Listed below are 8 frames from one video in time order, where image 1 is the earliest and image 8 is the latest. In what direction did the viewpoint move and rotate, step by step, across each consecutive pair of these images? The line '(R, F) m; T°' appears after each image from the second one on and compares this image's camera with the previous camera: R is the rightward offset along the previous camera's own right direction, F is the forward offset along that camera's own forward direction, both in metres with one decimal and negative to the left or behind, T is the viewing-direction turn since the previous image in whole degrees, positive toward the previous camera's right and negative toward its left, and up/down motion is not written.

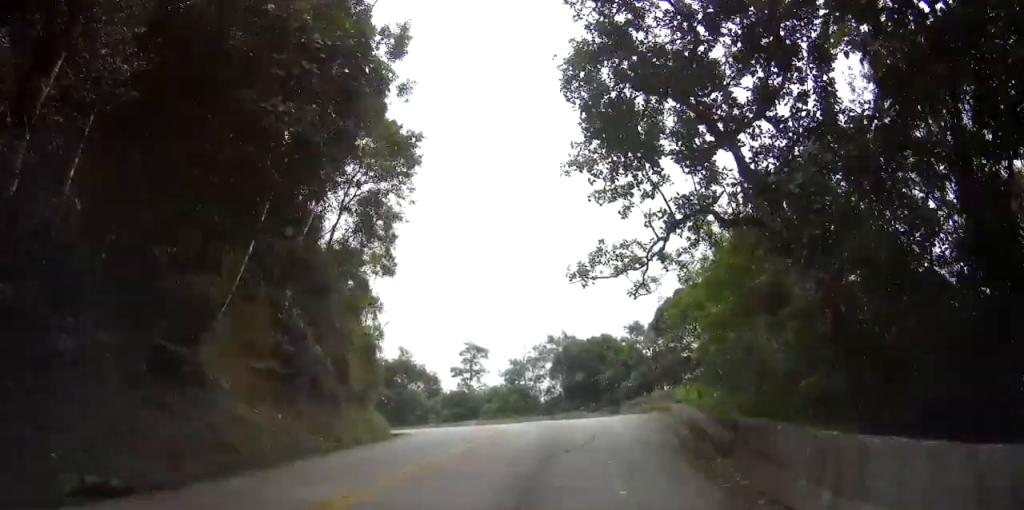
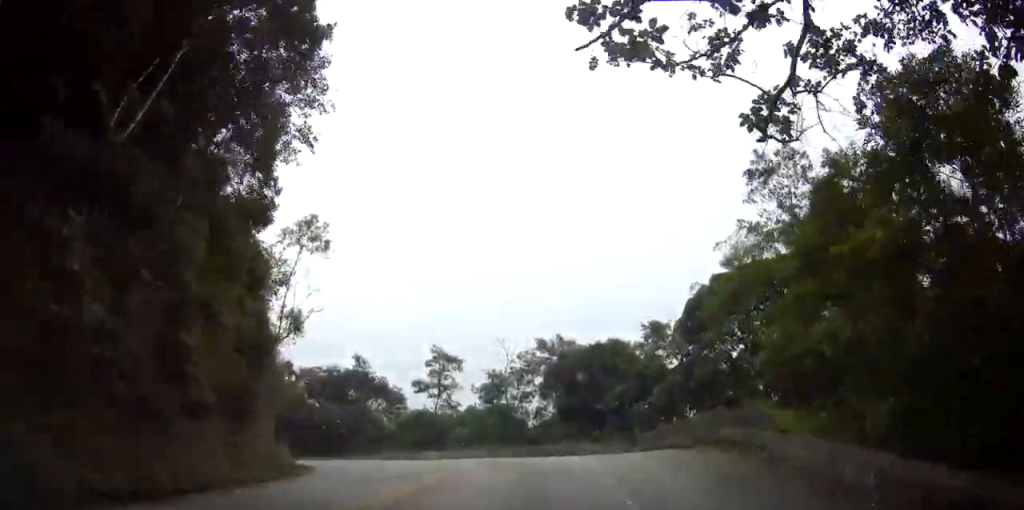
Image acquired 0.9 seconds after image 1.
(+0.2, +11.8) m; -2°
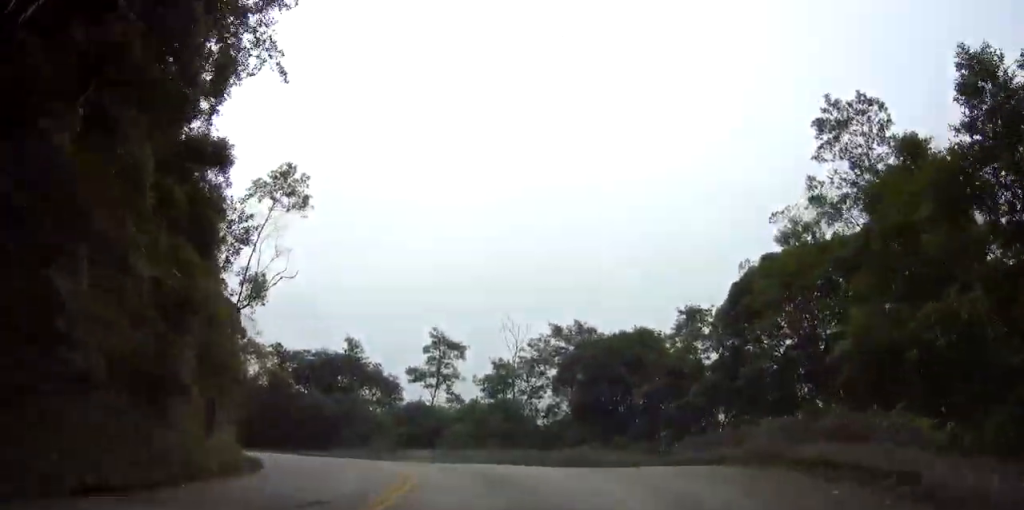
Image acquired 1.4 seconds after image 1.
(+0.3, +5.3) m; -3°
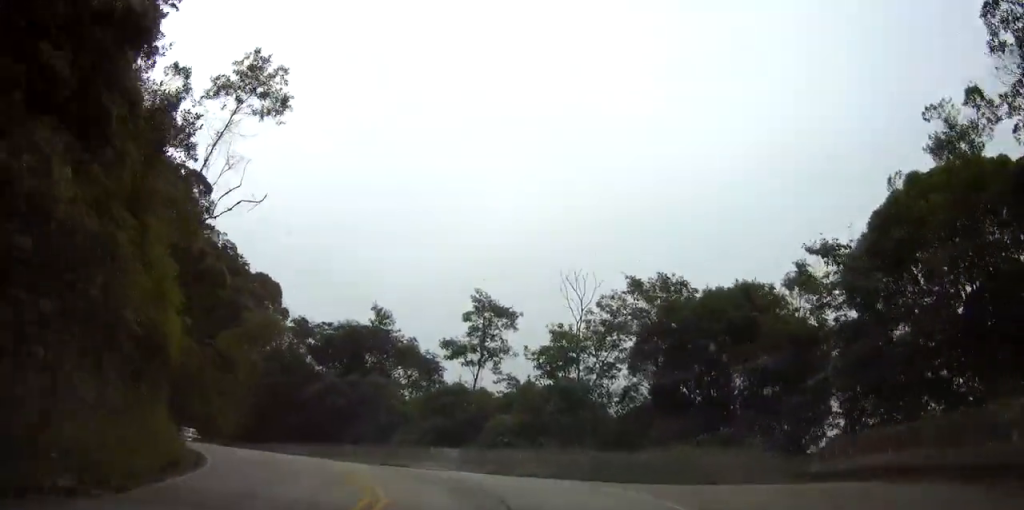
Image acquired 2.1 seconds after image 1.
(-0.7, +7.8) m; -8°
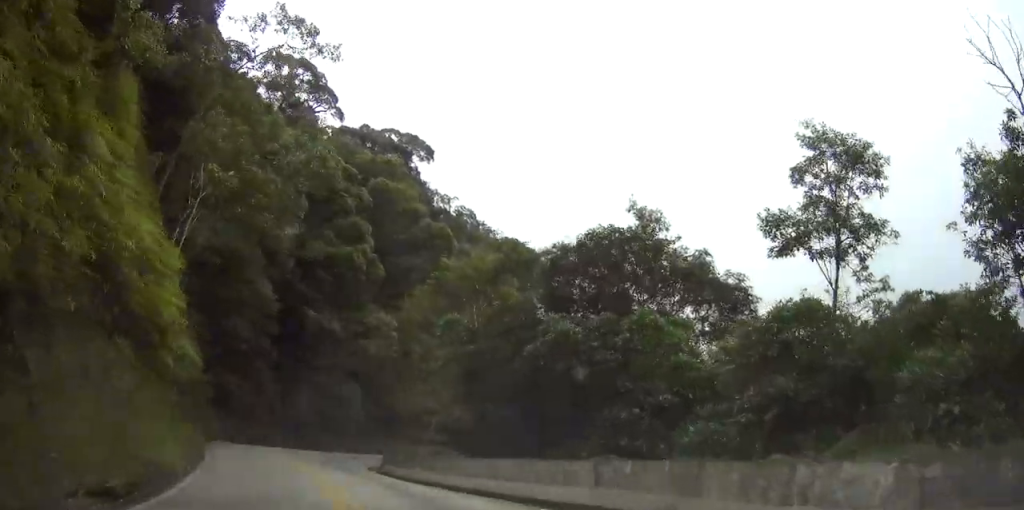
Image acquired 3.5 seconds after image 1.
(-2.1, +15.4) m; -19°
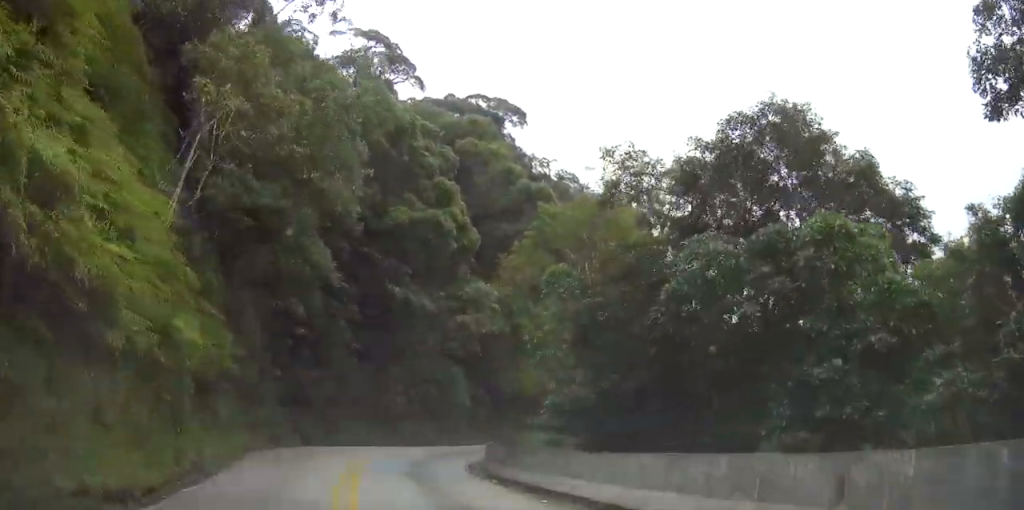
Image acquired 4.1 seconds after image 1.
(-0.9, +5.9) m; -5°
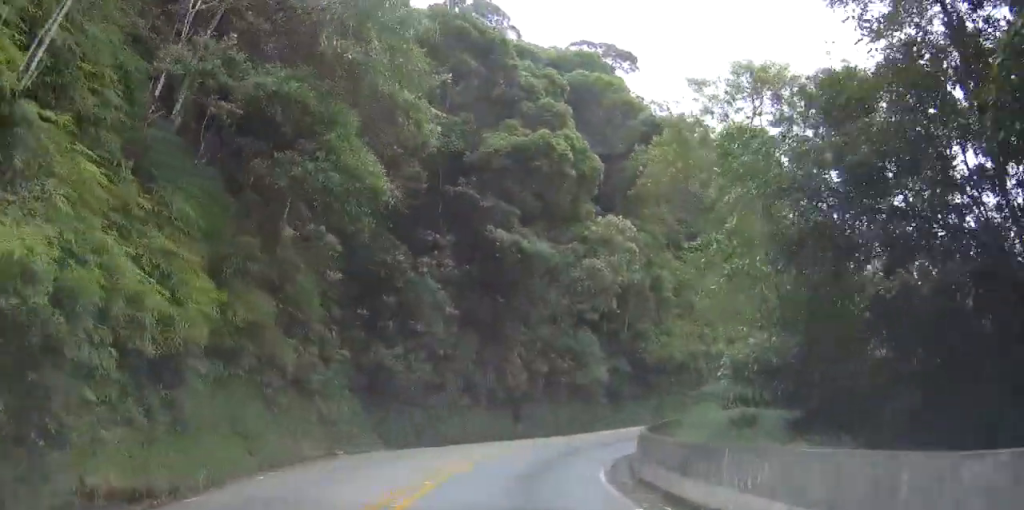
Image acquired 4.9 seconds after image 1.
(-0.5, +8.8) m; -3°
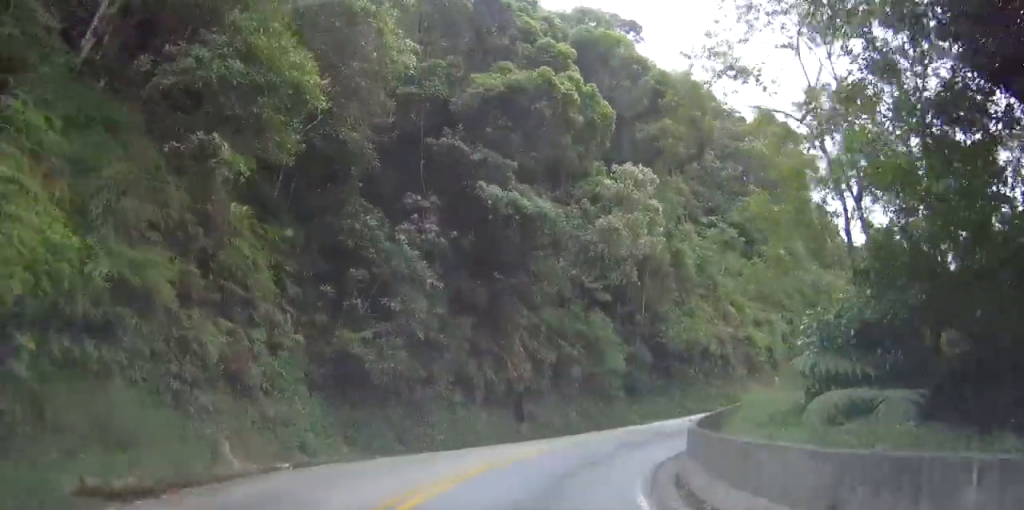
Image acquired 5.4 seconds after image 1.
(0.0, +5.3) m; 0°
